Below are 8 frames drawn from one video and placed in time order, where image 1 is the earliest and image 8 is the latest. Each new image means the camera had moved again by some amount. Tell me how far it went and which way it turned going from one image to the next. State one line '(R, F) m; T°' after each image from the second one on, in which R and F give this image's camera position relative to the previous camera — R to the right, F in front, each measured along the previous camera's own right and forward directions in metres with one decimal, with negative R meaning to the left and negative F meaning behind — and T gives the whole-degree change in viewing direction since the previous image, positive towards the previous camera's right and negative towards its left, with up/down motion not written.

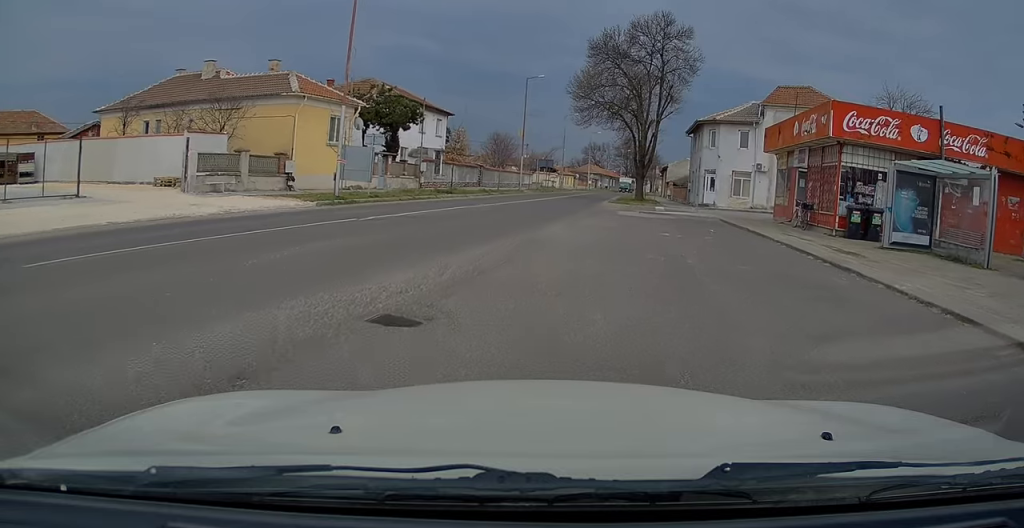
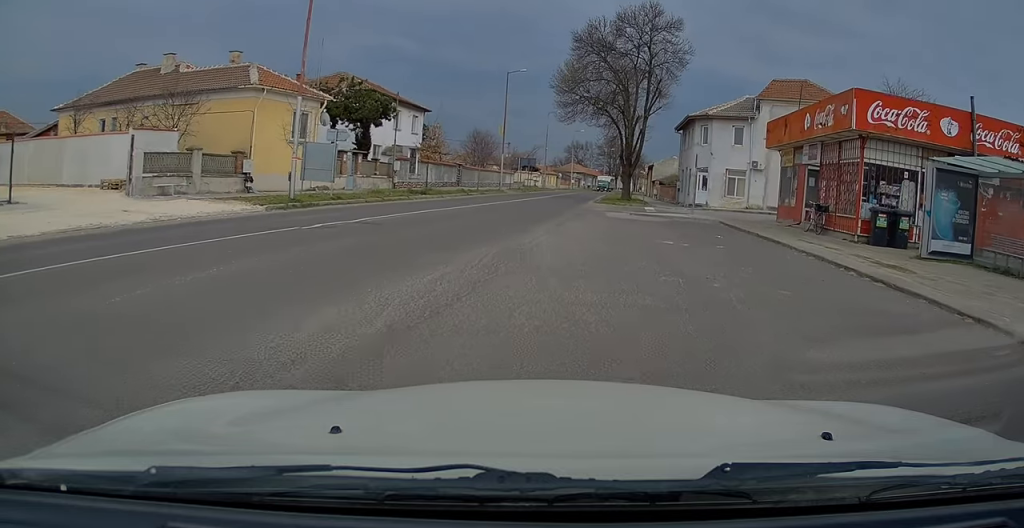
(0.0, +2.7) m; 0°
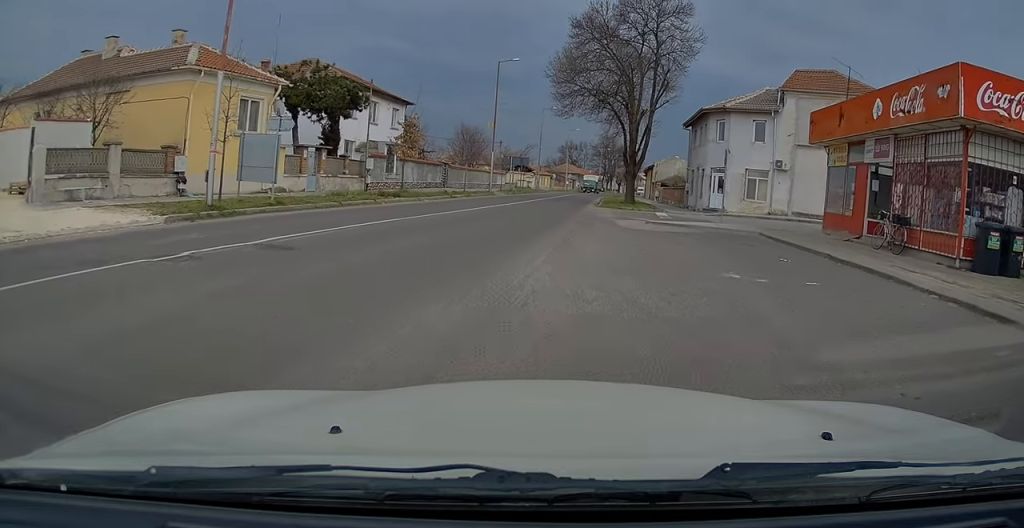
(0.0, +4.9) m; 0°
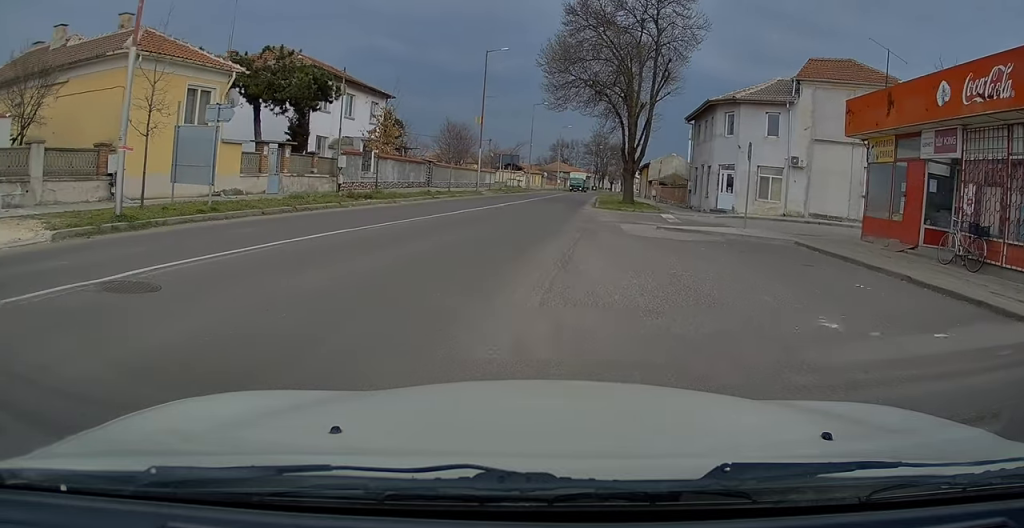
(0.0, +3.3) m; 0°
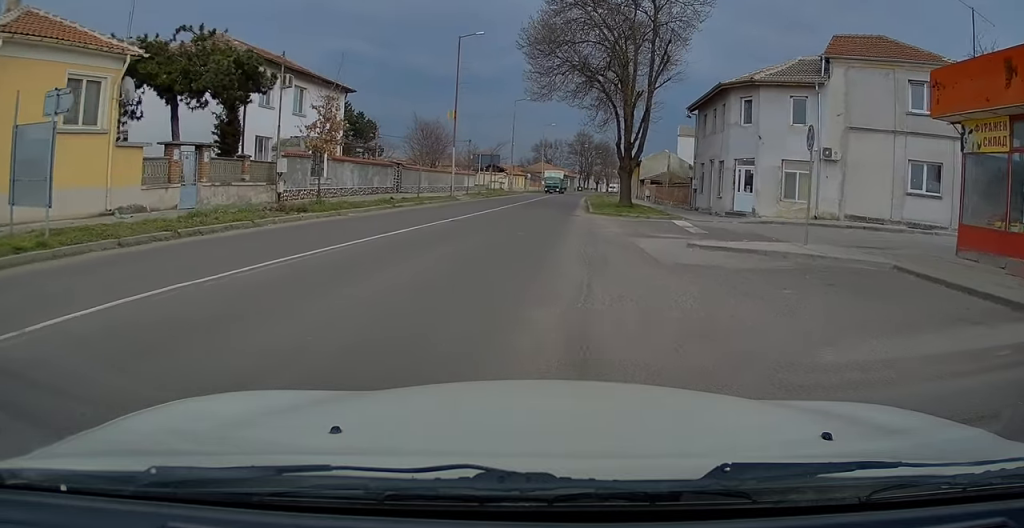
(0.0, +5.6) m; +2°
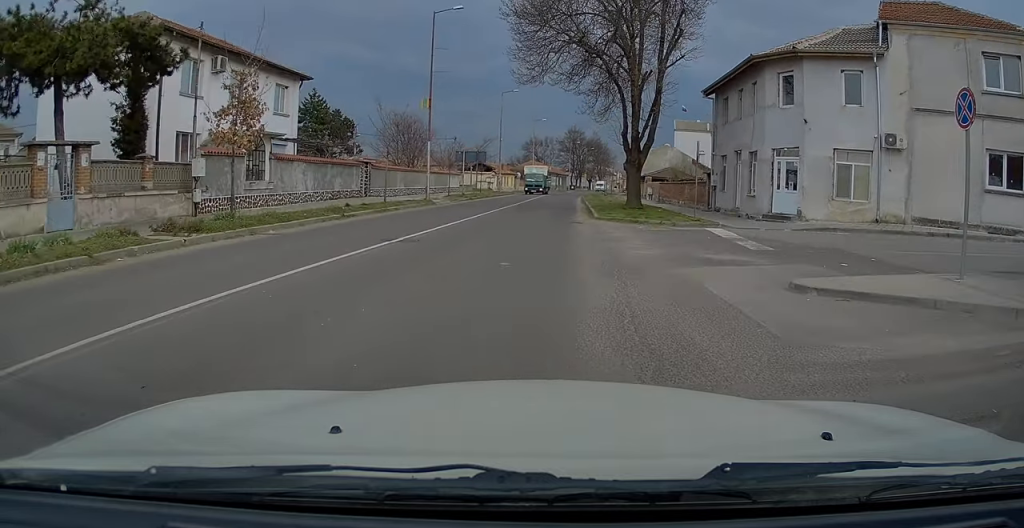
(+0.3, +6.1) m; +3°
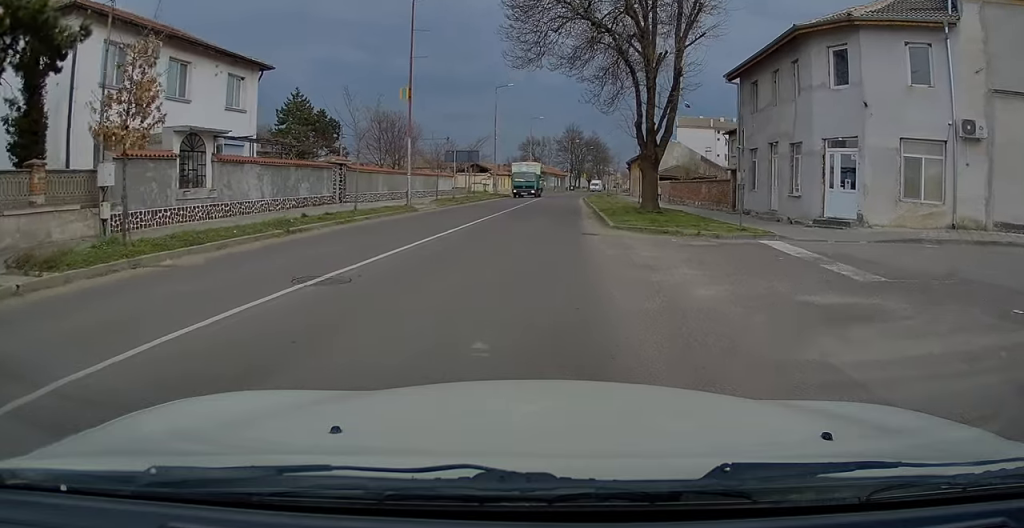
(0.0, +4.7) m; 0°
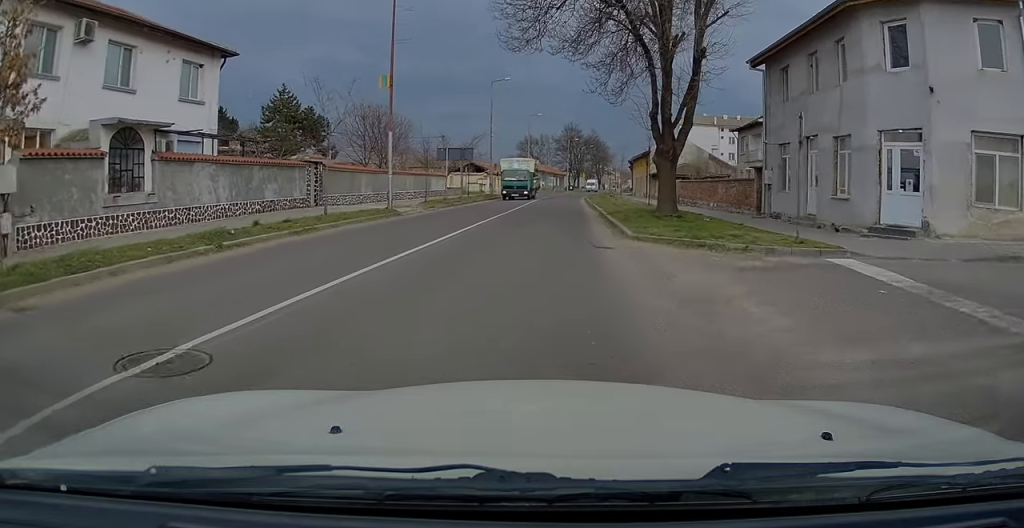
(0.0, +3.5) m; 0°
